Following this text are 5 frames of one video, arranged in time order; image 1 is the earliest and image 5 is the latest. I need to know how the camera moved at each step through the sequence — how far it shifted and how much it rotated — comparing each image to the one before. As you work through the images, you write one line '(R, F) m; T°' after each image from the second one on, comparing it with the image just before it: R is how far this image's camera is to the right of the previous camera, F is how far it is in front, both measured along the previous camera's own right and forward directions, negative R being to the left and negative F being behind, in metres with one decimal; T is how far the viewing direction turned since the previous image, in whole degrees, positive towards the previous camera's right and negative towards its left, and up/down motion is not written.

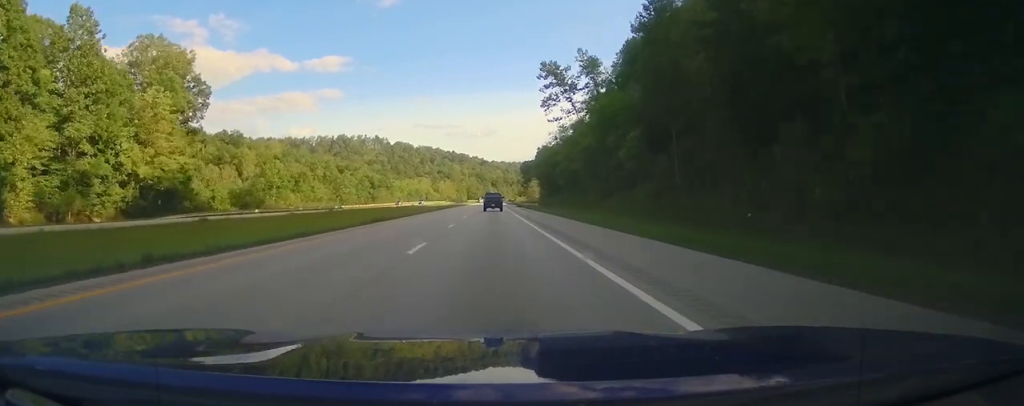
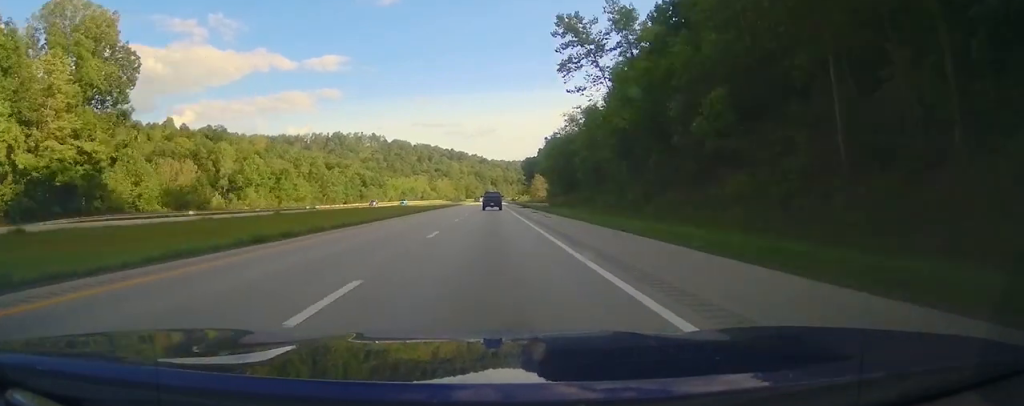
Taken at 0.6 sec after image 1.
(0.0, +20.0) m; 0°
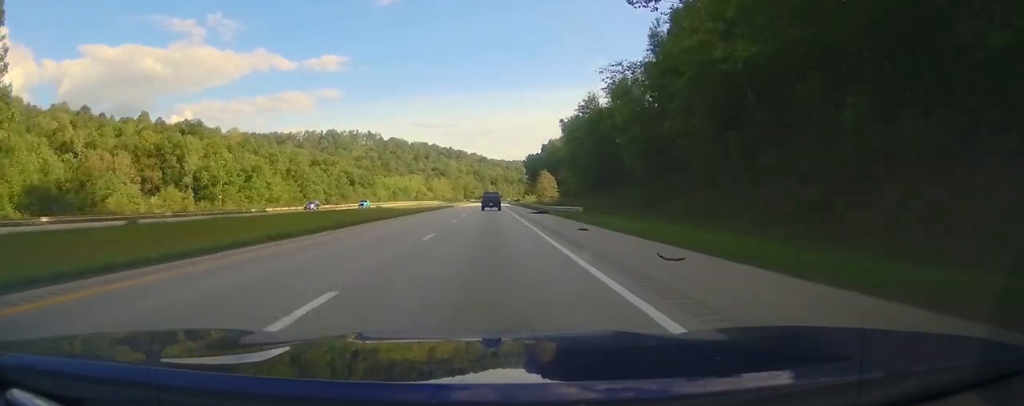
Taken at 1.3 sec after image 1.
(-0.1, +26.0) m; +1°
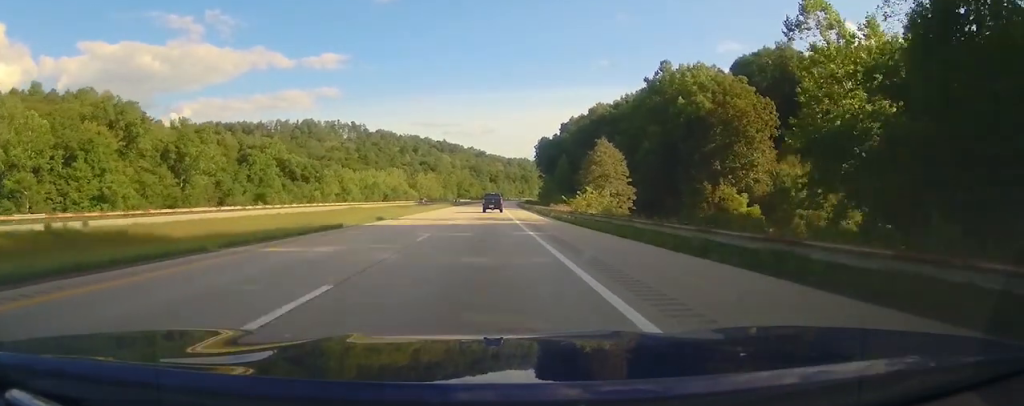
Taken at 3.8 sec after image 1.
(+0.6, +87.7) m; 0°
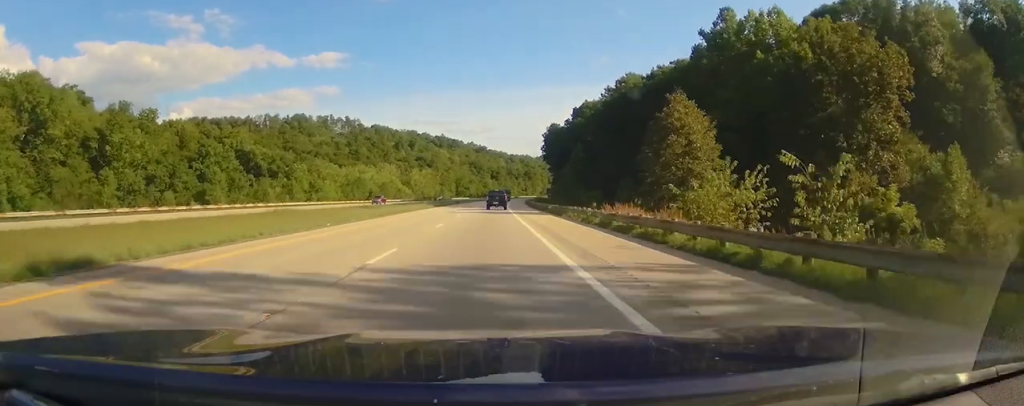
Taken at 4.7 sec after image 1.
(0.0, +32.0) m; 0°
